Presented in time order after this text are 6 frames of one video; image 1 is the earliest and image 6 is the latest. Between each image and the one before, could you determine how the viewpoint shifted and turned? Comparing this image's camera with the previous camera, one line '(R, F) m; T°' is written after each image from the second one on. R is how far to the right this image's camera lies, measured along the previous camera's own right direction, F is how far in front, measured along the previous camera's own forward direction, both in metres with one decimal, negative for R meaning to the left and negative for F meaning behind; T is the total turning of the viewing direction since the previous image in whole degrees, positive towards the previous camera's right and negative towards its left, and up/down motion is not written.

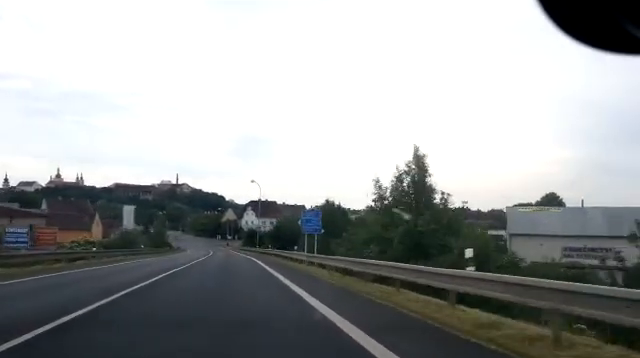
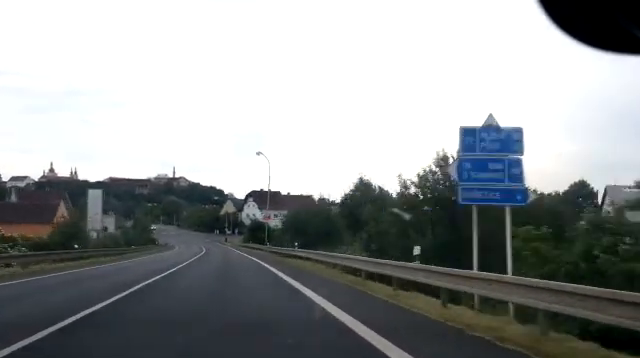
(+0.3, +20.6) m; +1°
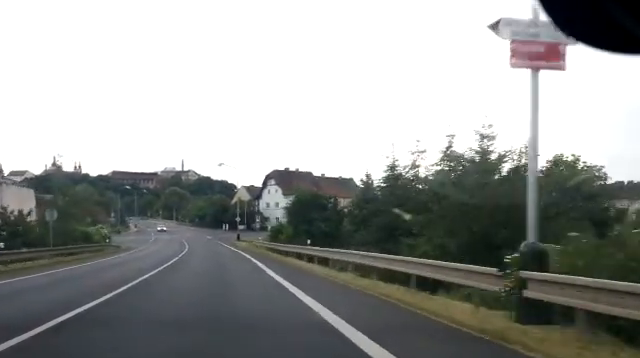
(-0.3, +48.0) m; 0°
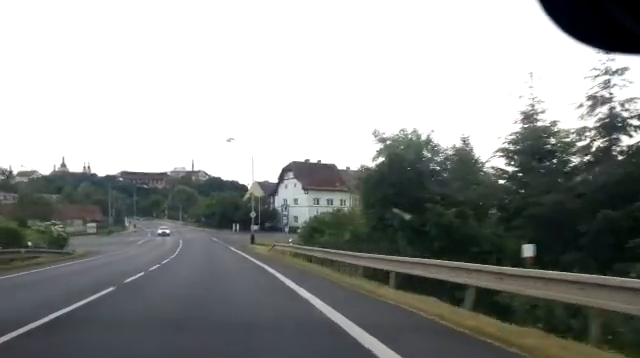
(+0.2, +17.7) m; 0°
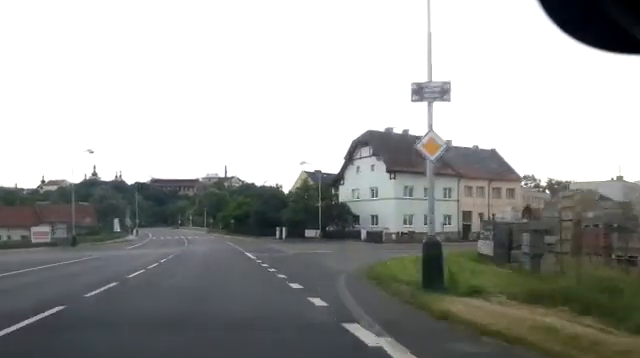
(-1.5, +39.9) m; -5°
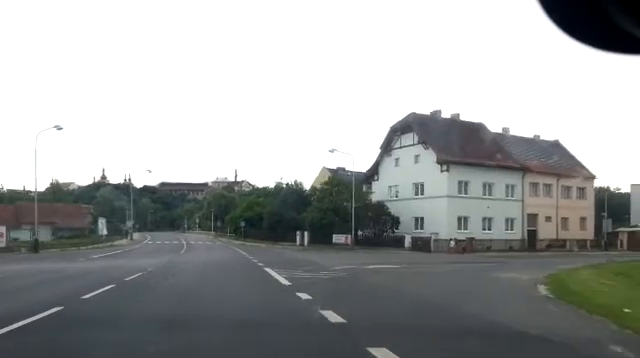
(-0.3, +13.4) m; -2°
